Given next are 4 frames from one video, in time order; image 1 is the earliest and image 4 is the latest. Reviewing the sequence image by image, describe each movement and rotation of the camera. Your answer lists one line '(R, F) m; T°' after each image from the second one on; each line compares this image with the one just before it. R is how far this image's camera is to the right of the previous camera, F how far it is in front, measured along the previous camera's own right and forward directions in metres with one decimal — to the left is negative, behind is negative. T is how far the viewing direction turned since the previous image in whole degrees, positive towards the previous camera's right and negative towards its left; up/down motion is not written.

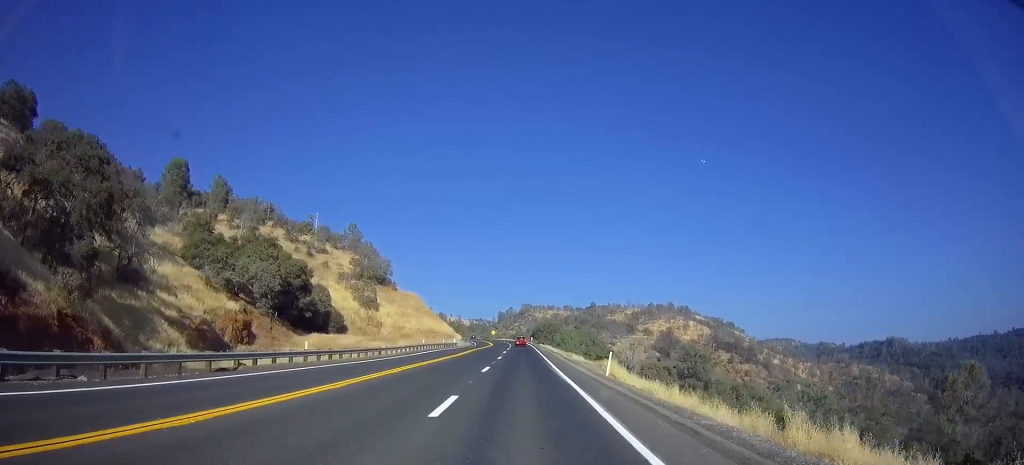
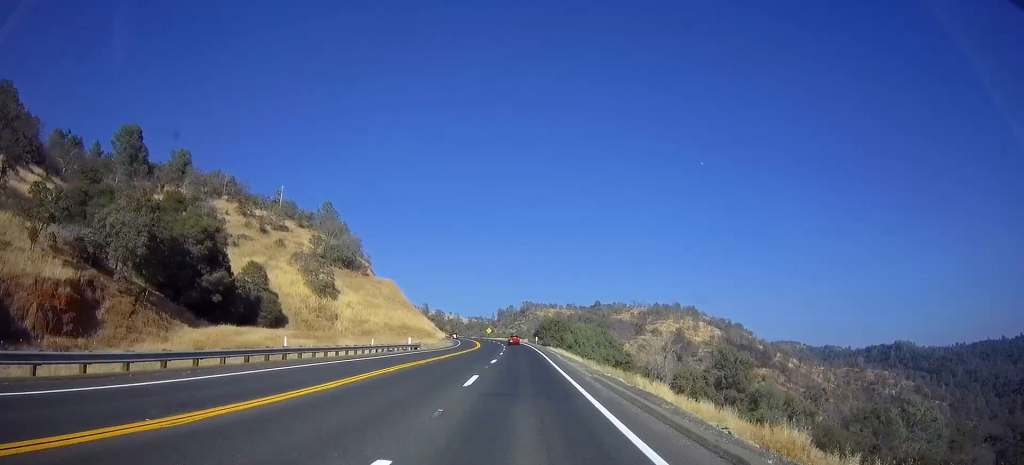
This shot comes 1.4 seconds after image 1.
(+0.1, +35.9) m; -1°
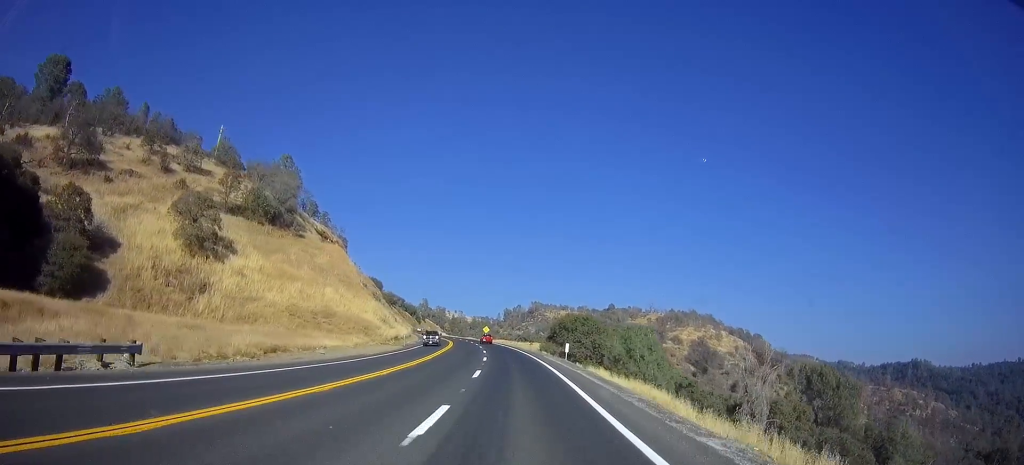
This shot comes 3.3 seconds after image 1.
(-1.1, +51.4) m; -2°
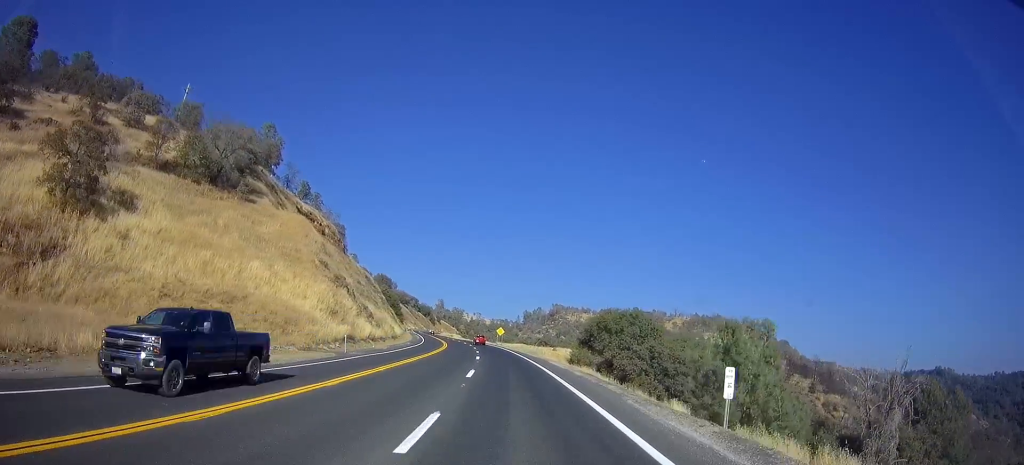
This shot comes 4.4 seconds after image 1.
(-0.4, +27.6) m; -3°
